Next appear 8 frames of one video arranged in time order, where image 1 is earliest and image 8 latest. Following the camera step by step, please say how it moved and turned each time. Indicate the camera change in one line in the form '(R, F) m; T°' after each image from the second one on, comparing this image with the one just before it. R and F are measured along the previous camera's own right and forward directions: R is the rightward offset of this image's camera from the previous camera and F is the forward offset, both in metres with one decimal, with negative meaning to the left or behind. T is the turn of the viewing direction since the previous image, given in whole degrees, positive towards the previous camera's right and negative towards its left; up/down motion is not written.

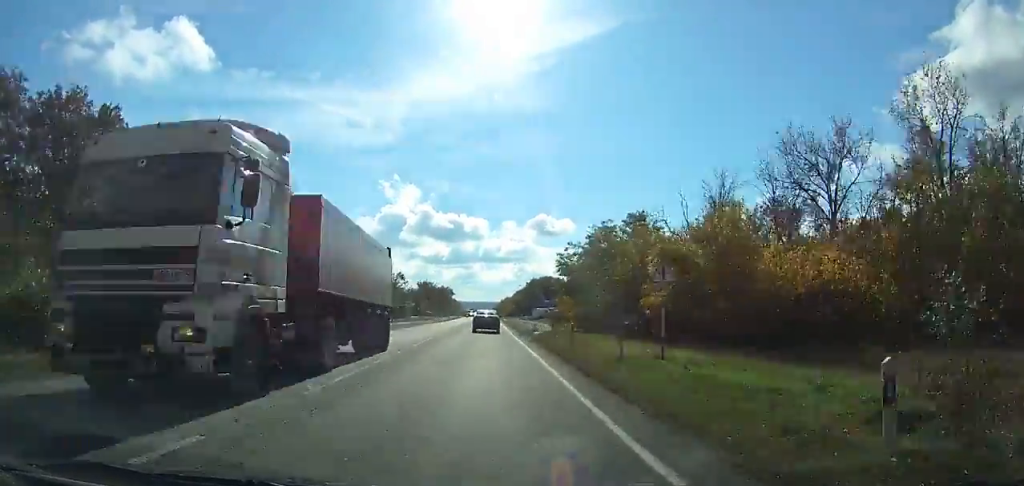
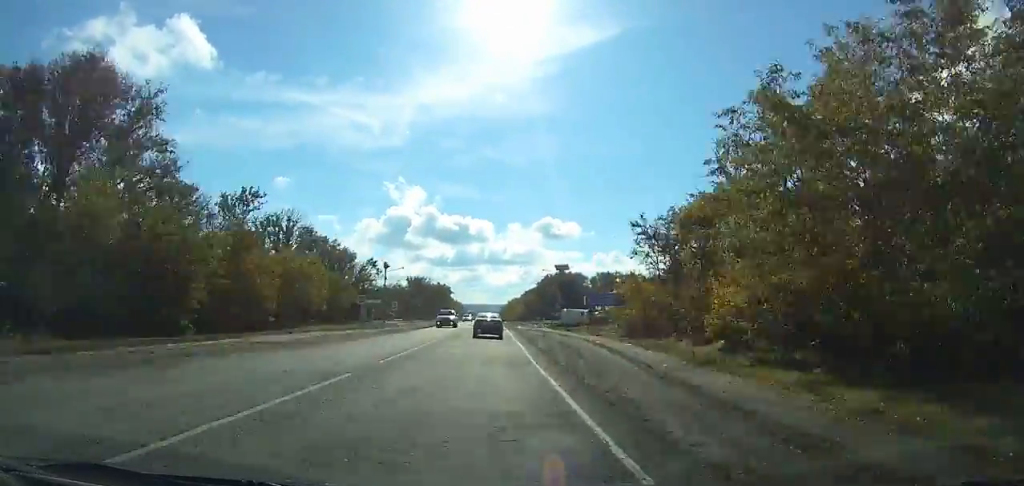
(-0.4, +39.3) m; -1°
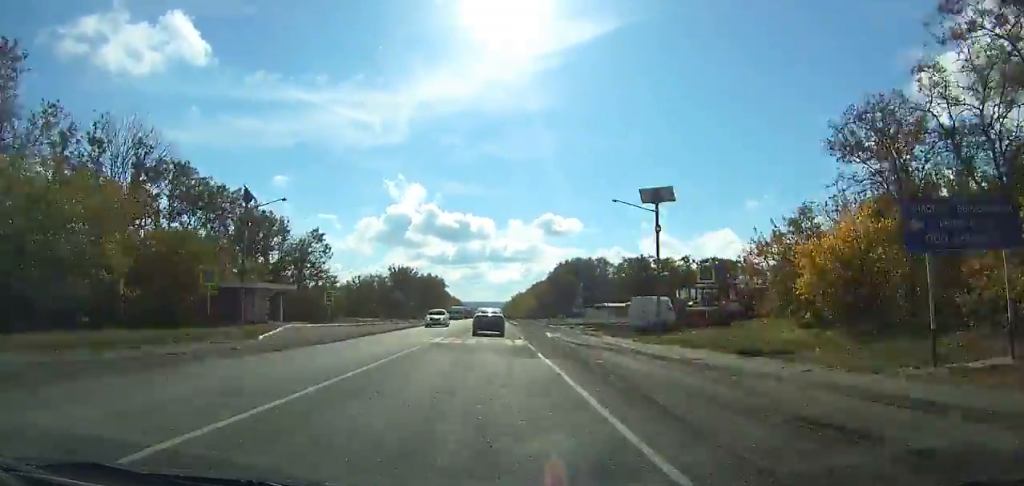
(-0.1, +34.1) m; -1°
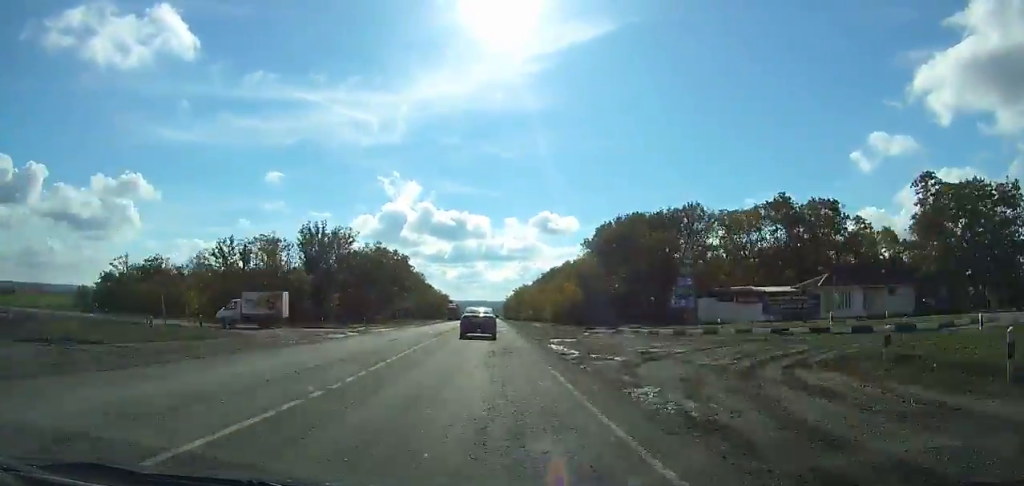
(-1.1, +69.6) m; -1°
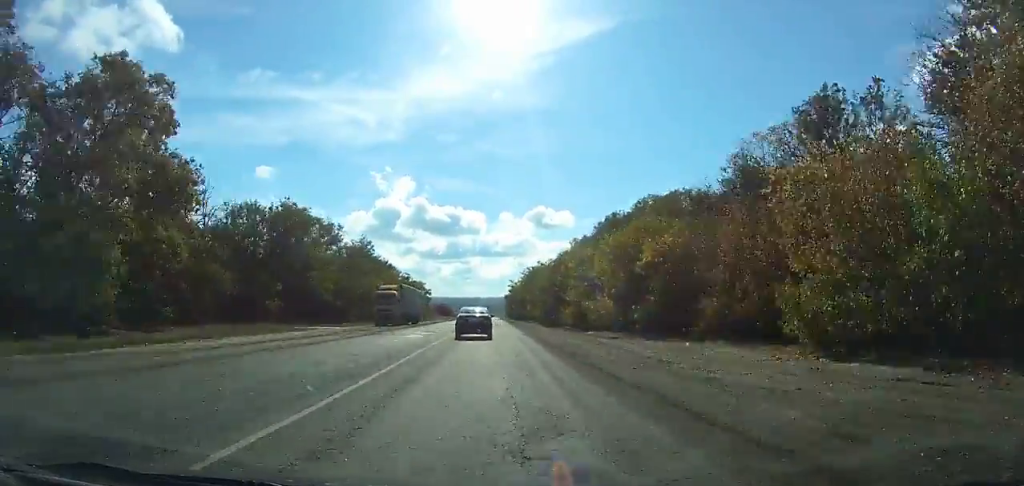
(-1.5, +86.5) m; -4°
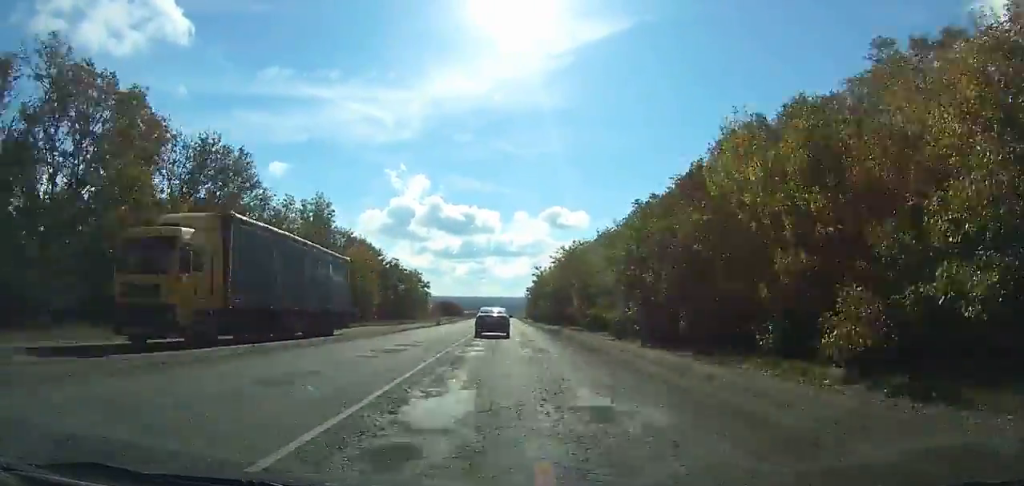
(-3.9, +40.5) m; +2°
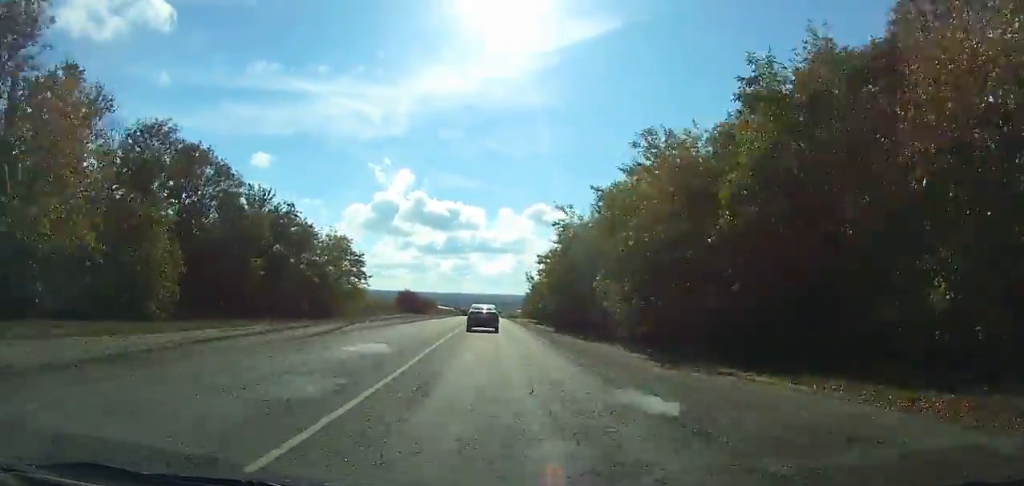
(+5.4, +57.6) m; +6°
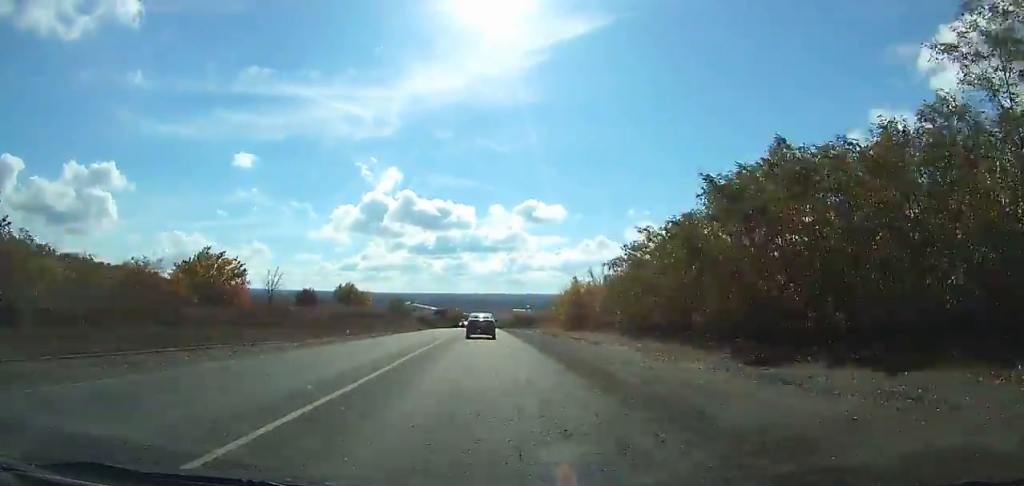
(+0.9, +127.1) m; -2°
